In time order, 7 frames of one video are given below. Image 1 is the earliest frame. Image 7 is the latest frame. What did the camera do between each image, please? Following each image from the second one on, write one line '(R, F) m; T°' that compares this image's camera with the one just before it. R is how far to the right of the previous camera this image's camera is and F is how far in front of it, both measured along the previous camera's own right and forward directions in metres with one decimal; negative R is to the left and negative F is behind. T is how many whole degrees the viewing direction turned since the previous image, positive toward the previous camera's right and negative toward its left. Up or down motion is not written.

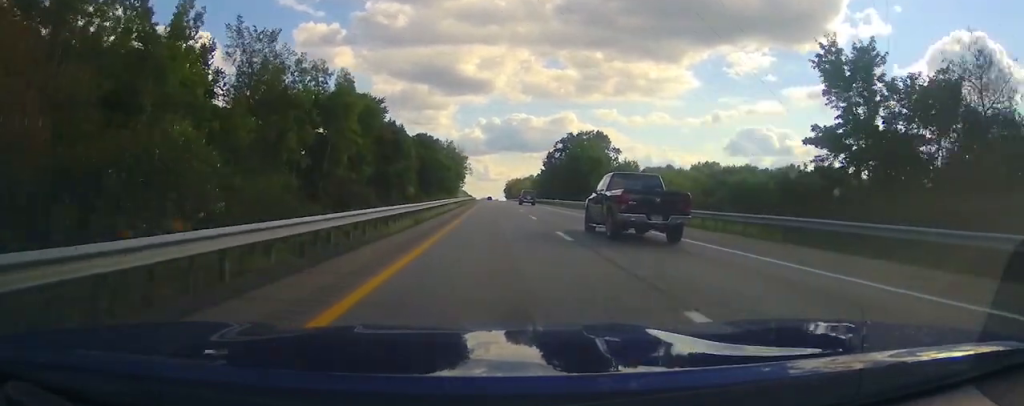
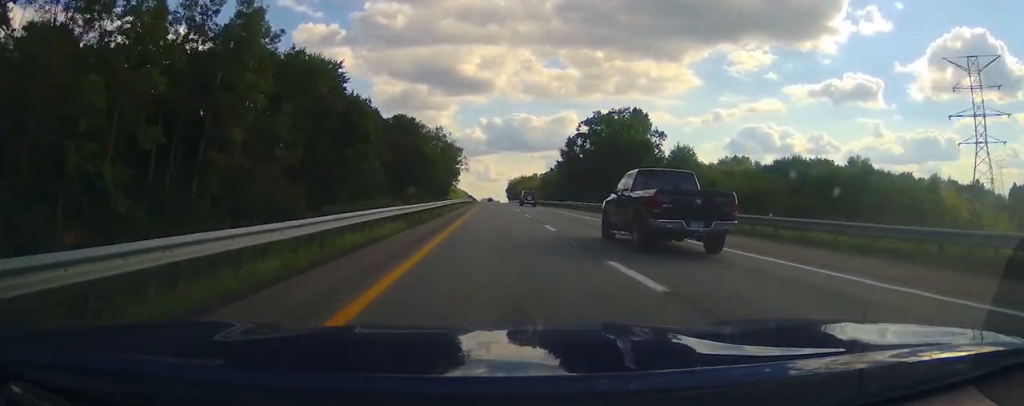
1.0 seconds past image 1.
(-0.2, +32.7) m; 0°
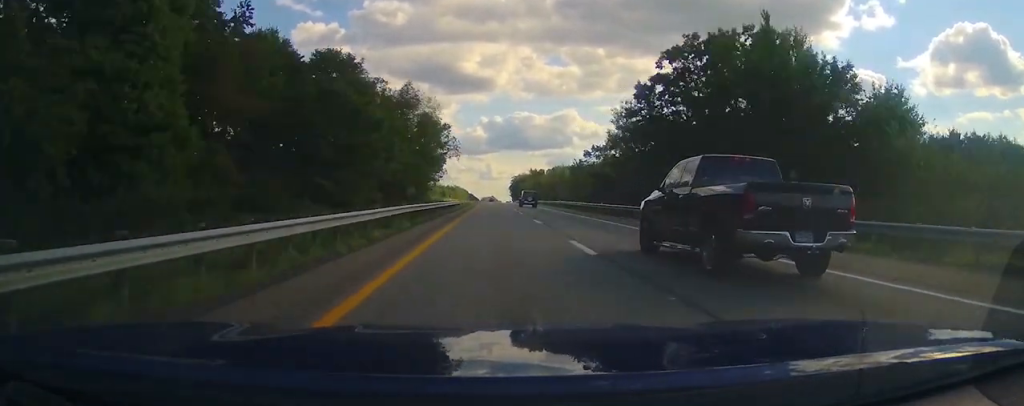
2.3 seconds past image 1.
(0.0, +46.3) m; 0°
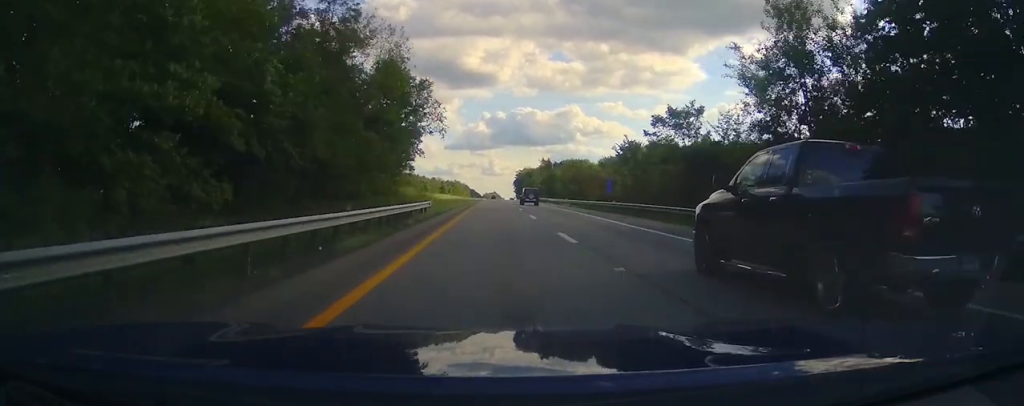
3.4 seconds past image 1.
(+0.1, +34.8) m; 0°
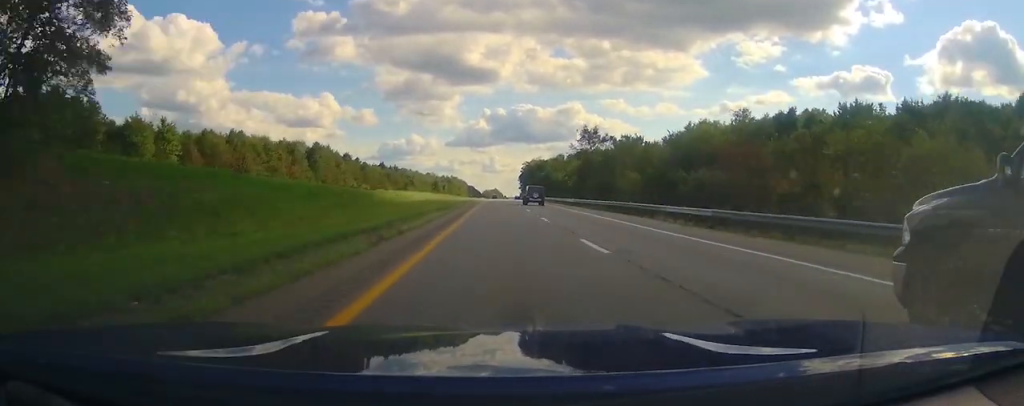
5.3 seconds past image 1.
(-0.1, +65.7) m; 0°
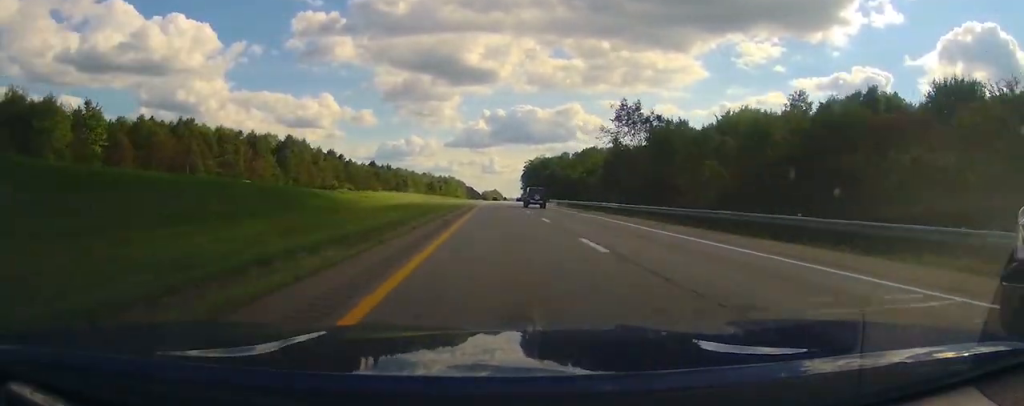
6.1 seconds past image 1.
(0.0, +24.3) m; 0°
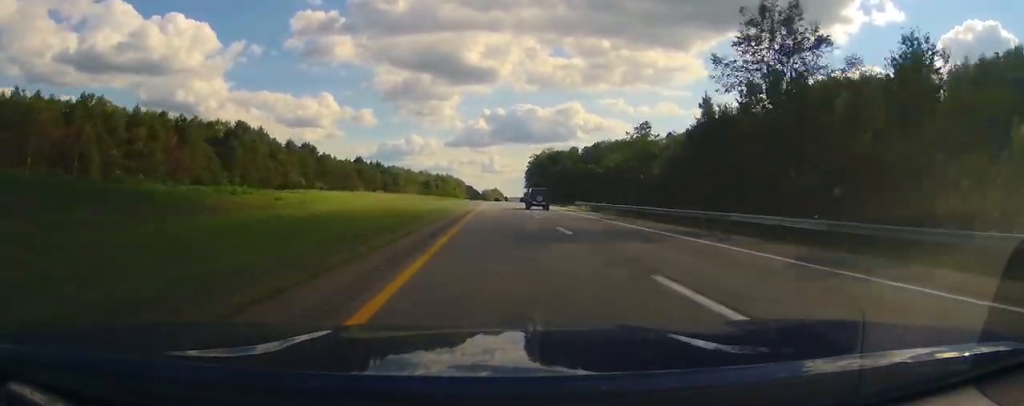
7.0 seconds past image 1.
(+0.1, +31.7) m; 0°
